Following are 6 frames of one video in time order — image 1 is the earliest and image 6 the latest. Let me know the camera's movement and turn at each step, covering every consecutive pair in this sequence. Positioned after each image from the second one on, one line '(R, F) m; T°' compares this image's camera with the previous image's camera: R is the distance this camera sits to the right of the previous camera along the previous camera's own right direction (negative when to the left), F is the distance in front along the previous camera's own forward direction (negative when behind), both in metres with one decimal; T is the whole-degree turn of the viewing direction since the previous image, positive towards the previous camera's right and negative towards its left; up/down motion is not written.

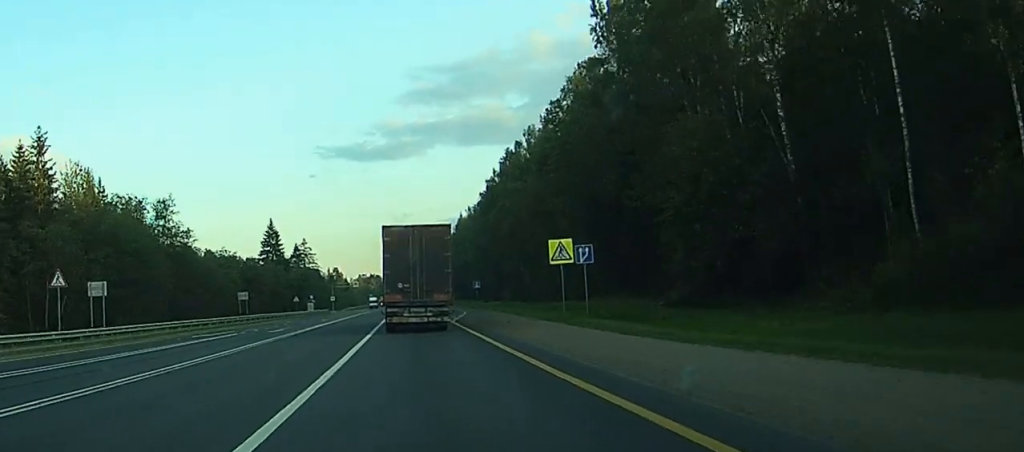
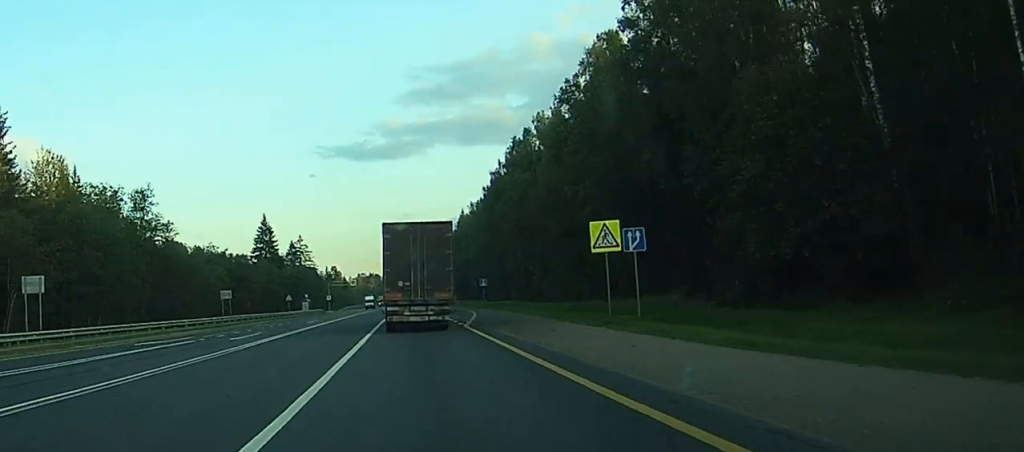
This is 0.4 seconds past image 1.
(0.0, +11.0) m; 0°
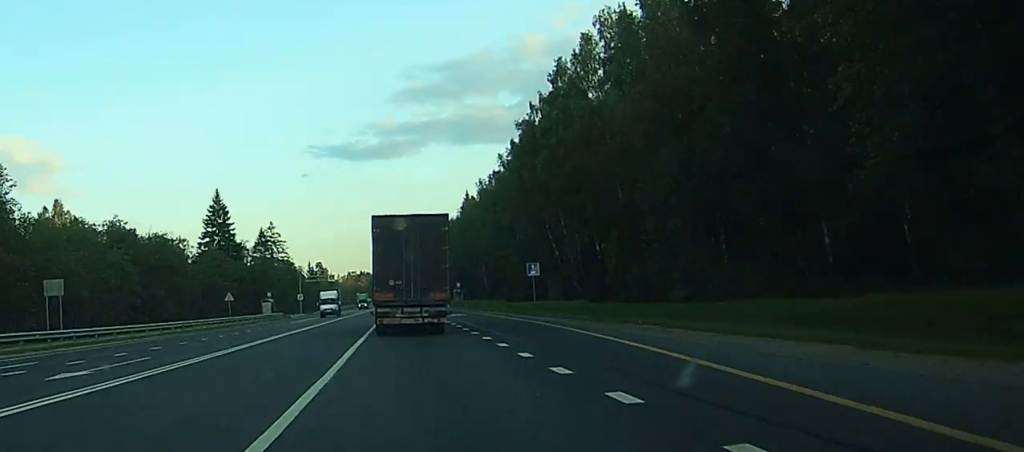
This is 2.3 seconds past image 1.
(-0.3, +57.3) m; 0°
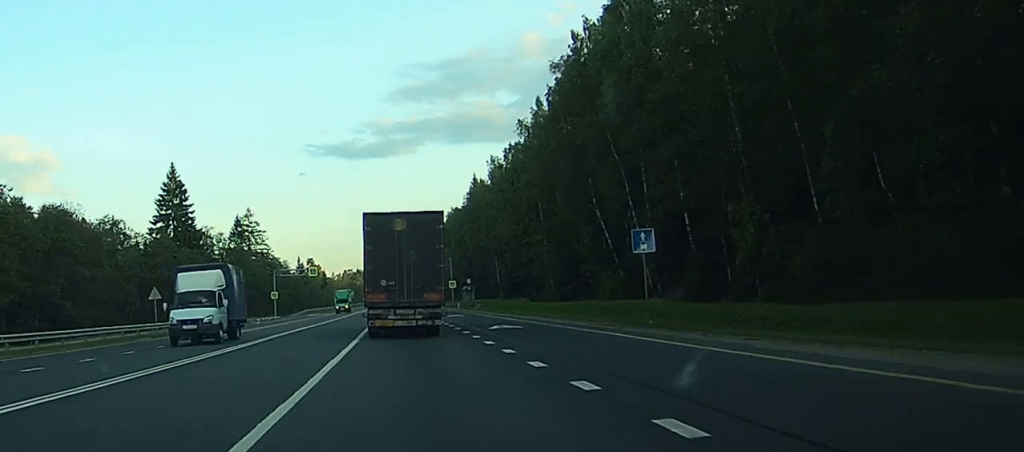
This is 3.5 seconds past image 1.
(+0.2, +38.5) m; 0°
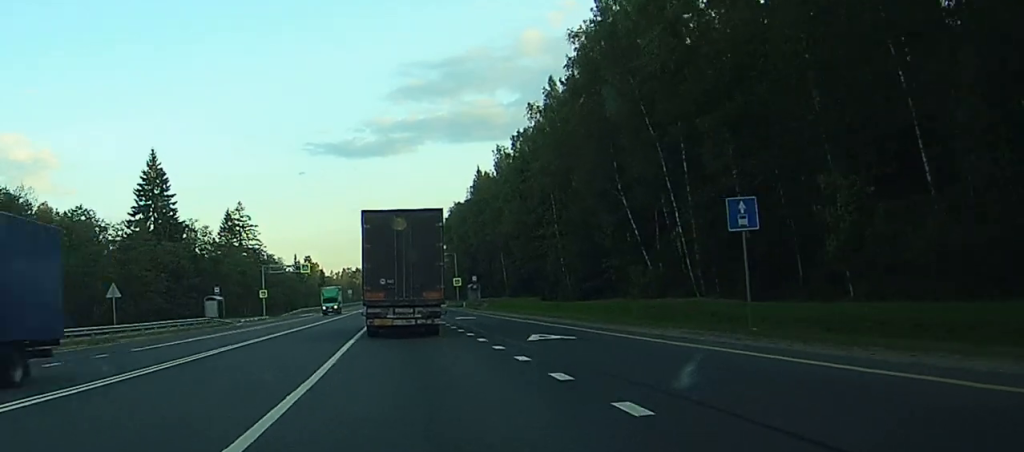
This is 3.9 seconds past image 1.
(0.0, +12.5) m; 0°
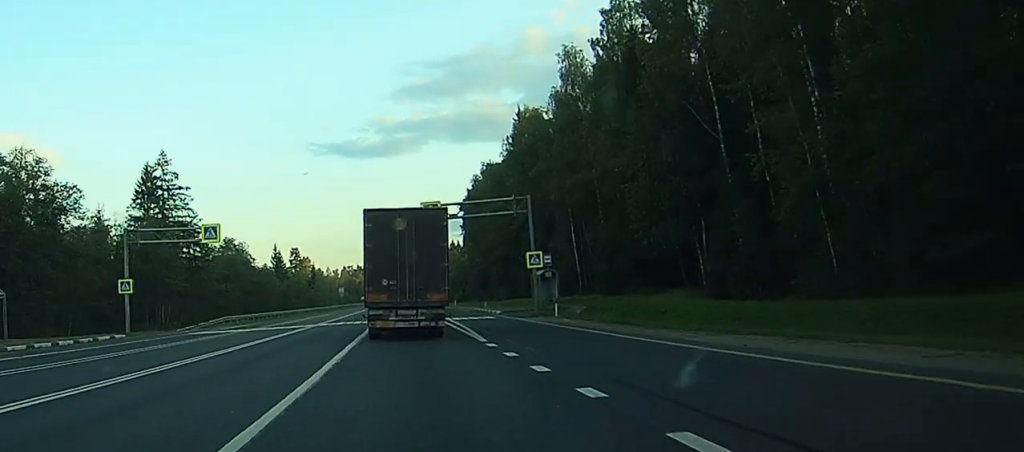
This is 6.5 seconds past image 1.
(0.0, +65.9) m; 0°
